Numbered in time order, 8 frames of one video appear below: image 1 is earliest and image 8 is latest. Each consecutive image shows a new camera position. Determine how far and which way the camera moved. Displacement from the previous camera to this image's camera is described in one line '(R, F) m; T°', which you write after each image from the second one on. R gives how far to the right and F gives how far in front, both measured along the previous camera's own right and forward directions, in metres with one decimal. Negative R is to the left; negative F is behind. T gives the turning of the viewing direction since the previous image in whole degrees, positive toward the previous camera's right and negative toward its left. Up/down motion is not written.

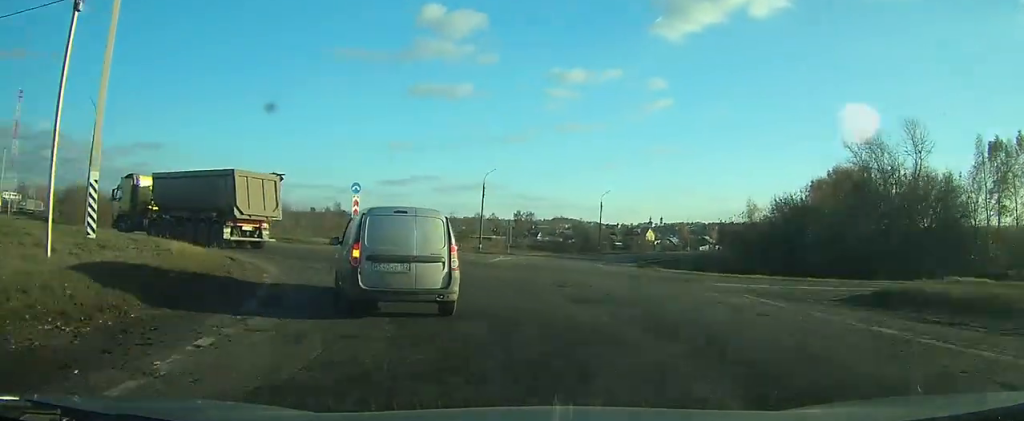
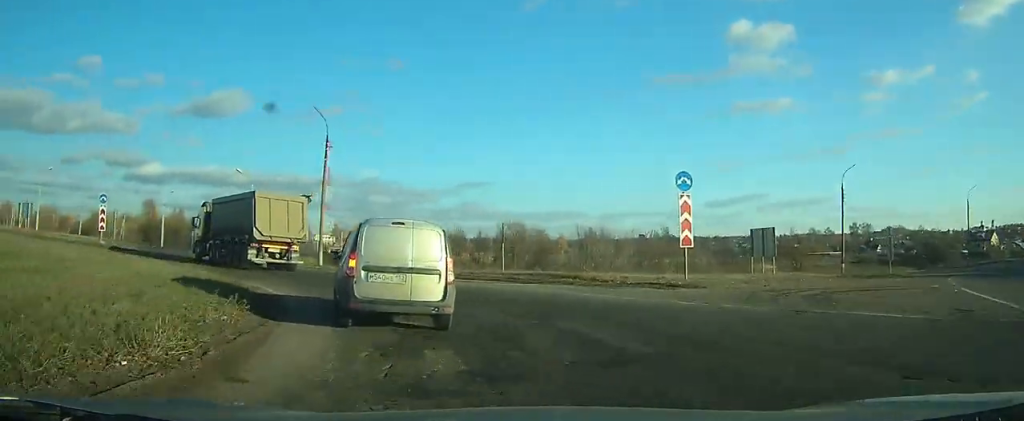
(-3.2, +14.1) m; -28°
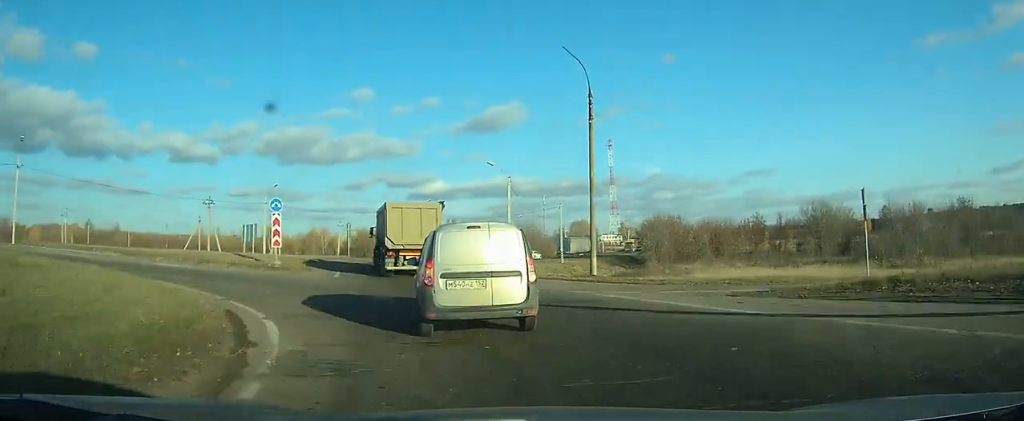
(-3.2, +12.8) m; -24°
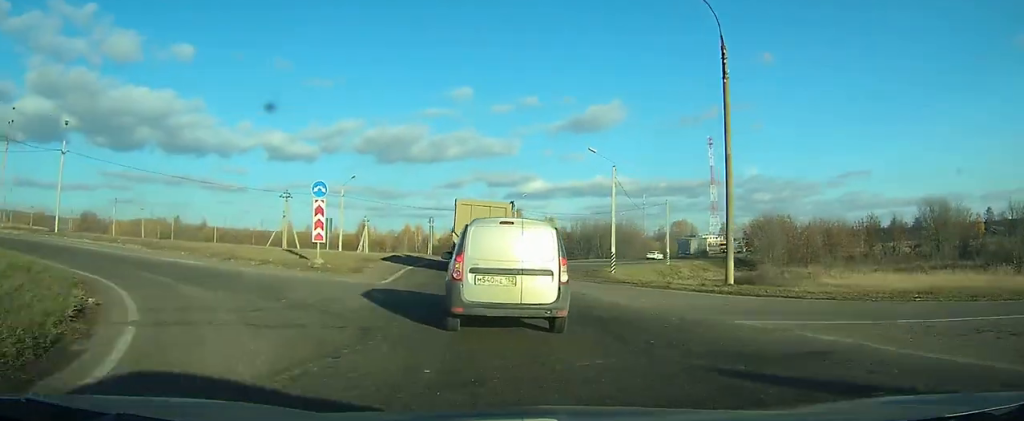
(-0.9, +6.6) m; -7°
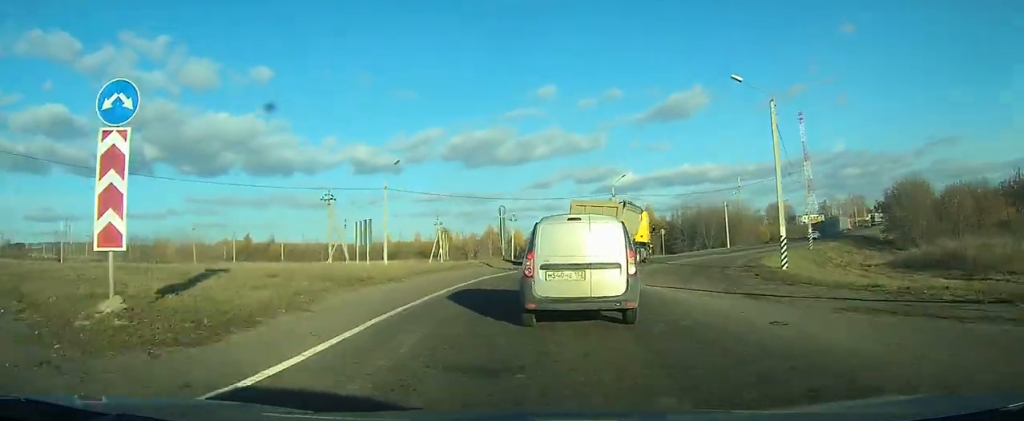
(-1.9, +17.3) m; -6°
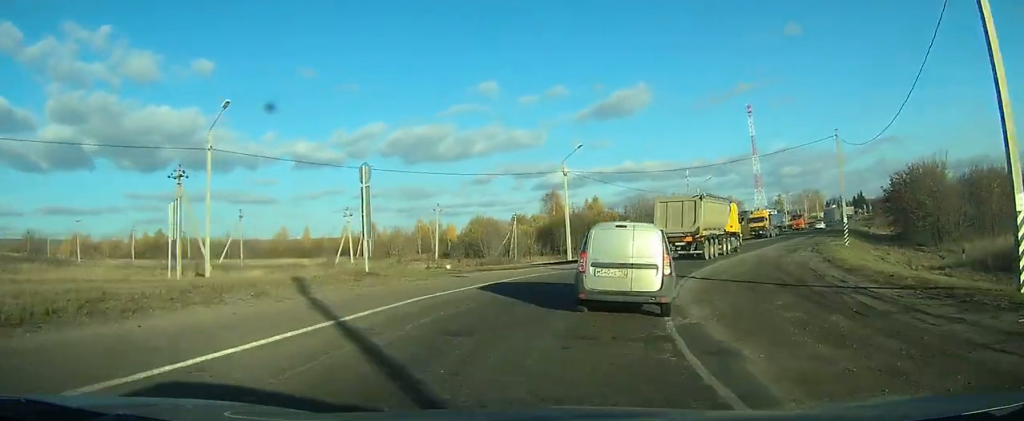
(+0.4, +20.0) m; +8°
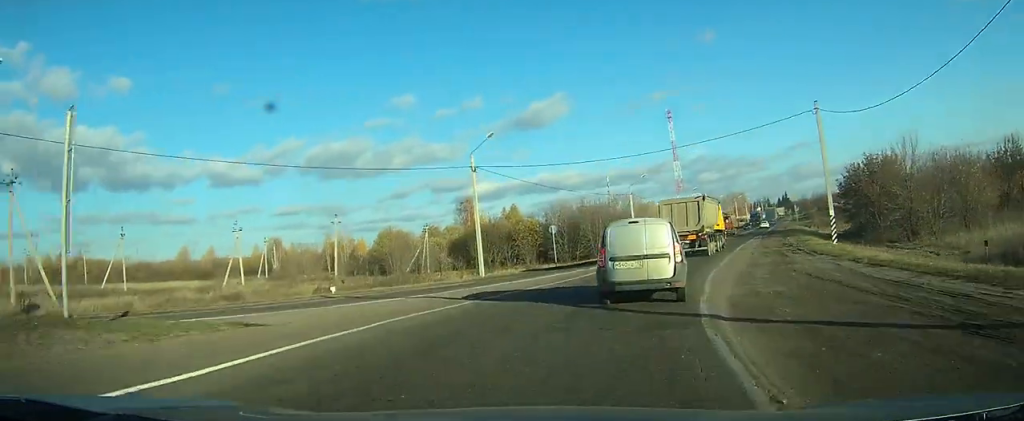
(+1.0, +10.4) m; +7°
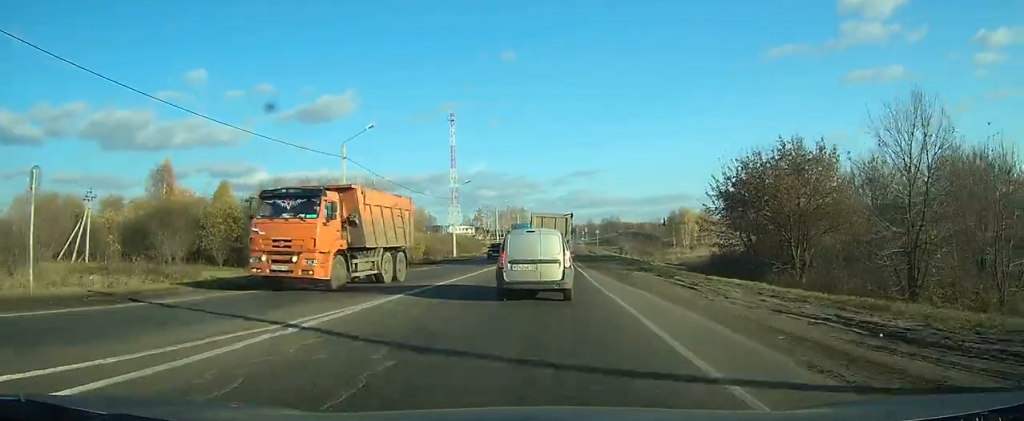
(+5.1, +31.8) m; +14°
